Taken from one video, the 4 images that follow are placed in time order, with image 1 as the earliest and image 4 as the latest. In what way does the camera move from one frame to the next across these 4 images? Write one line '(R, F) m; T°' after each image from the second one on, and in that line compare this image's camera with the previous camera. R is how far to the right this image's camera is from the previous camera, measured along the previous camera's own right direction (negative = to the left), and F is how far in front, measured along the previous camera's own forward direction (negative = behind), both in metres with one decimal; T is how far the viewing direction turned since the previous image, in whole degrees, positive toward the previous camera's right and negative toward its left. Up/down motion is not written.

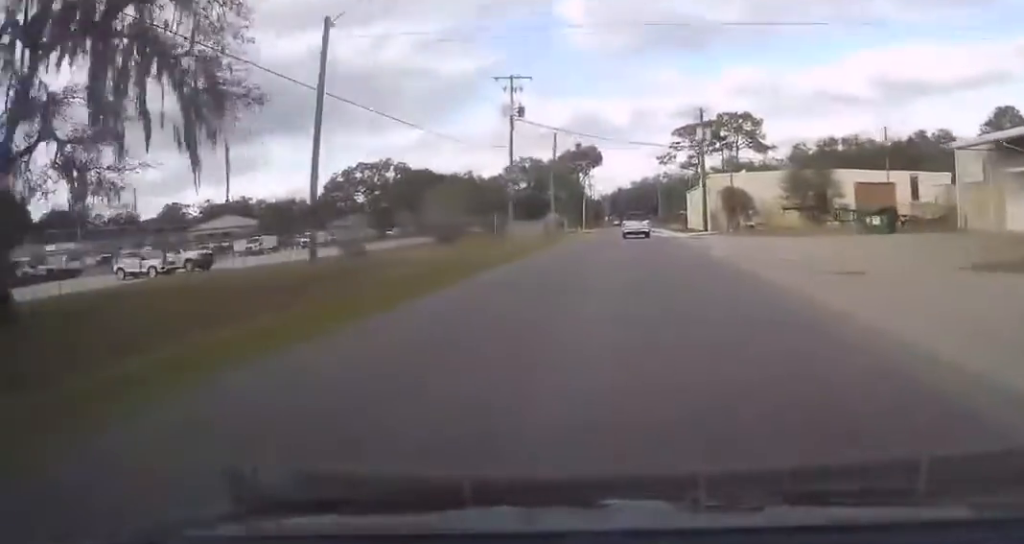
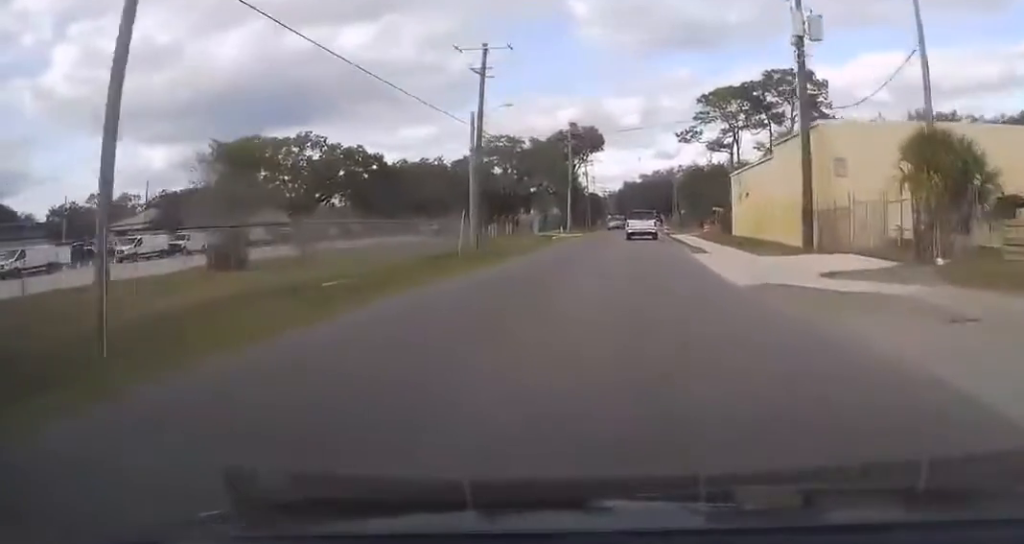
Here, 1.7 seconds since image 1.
(-0.6, +40.7) m; -2°
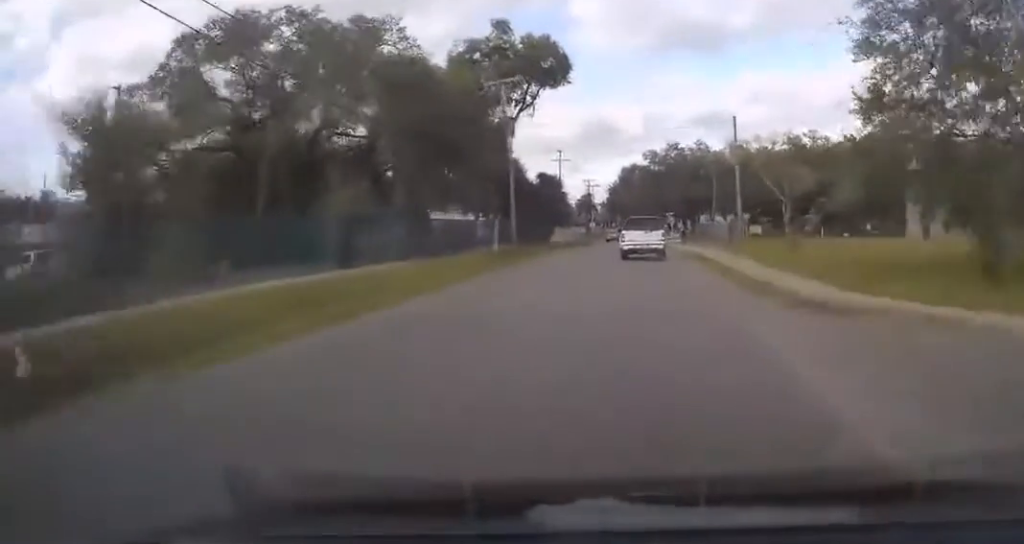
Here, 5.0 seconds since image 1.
(+0.7, +79.6) m; +2°
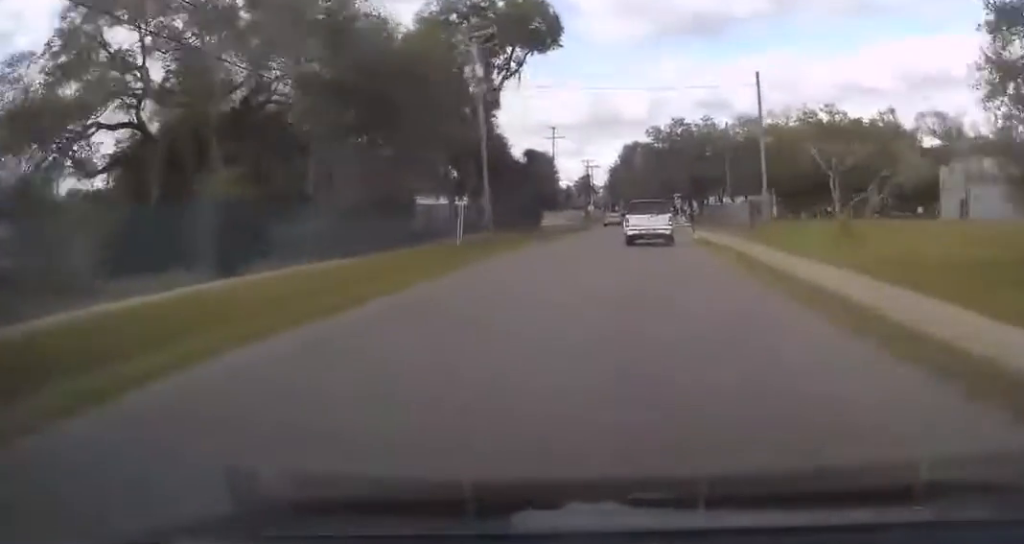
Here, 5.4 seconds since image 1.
(+0.3, +9.6) m; 0°
